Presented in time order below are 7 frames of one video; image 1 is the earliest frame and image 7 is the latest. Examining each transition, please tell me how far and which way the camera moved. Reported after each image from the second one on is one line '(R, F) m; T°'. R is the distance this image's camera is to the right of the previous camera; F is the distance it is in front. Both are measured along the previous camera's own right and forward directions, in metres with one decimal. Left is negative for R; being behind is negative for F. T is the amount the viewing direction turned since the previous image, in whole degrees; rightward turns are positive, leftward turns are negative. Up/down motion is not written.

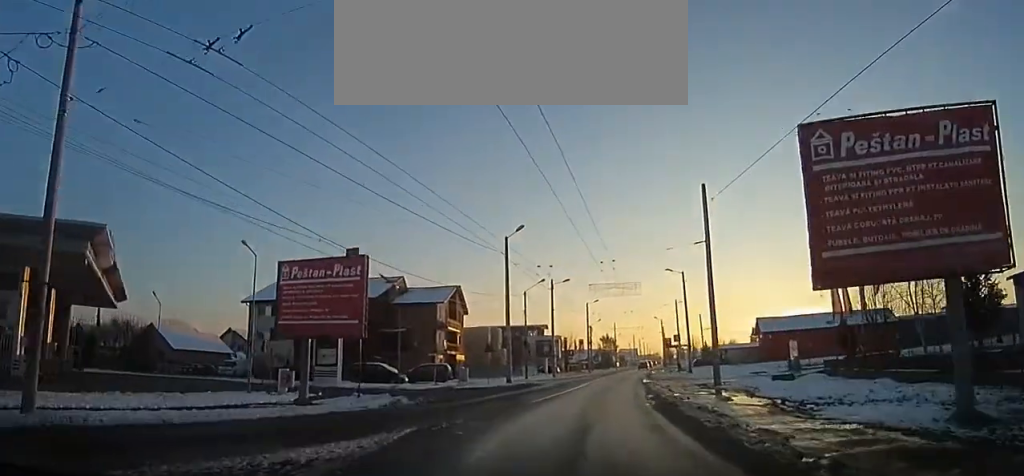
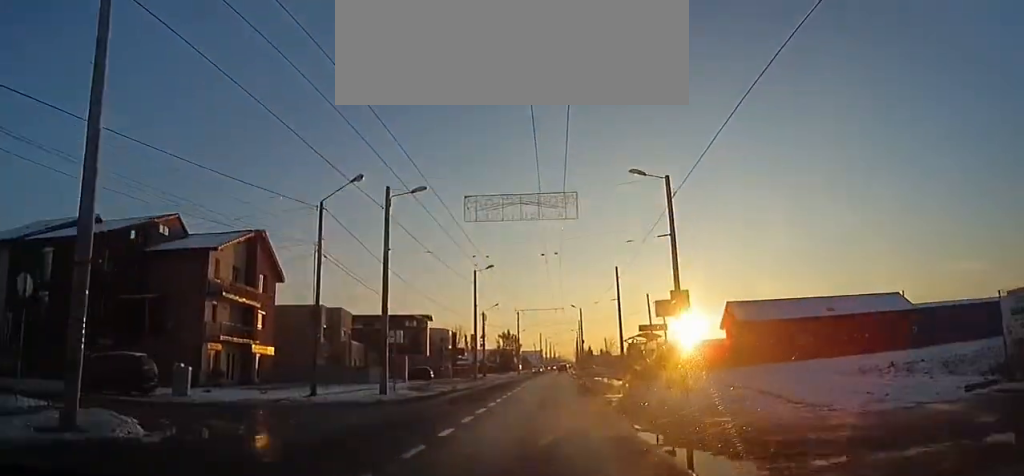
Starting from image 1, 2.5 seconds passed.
(+3.2, +25.0) m; +11°
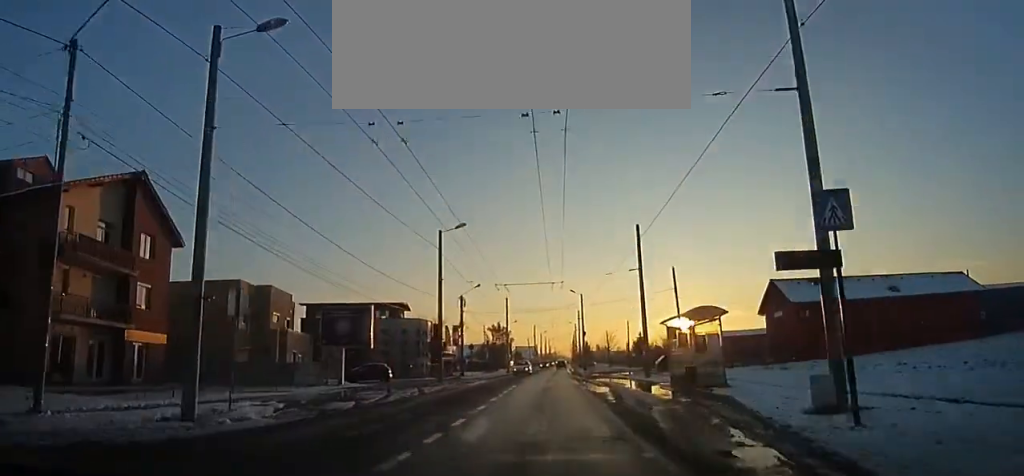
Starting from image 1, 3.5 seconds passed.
(+0.4, +12.0) m; +1°
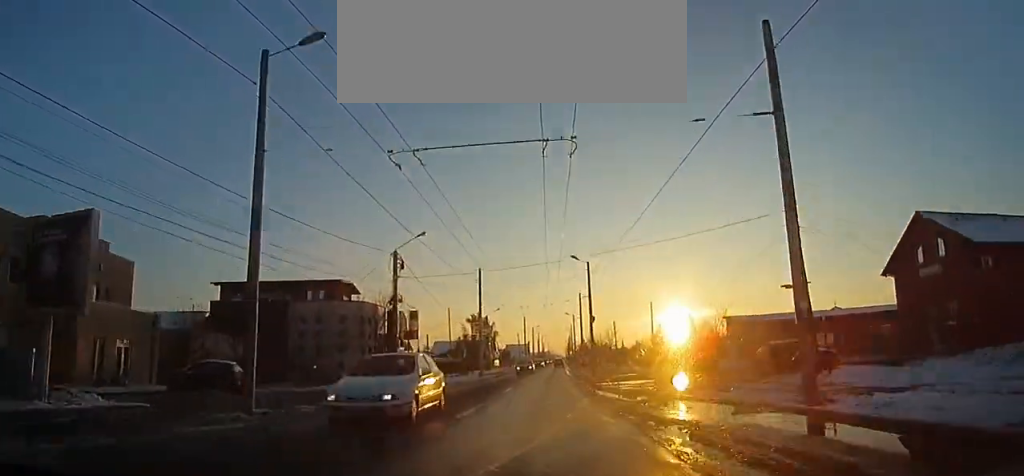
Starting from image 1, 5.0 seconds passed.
(+0.3, +19.7) m; +1°
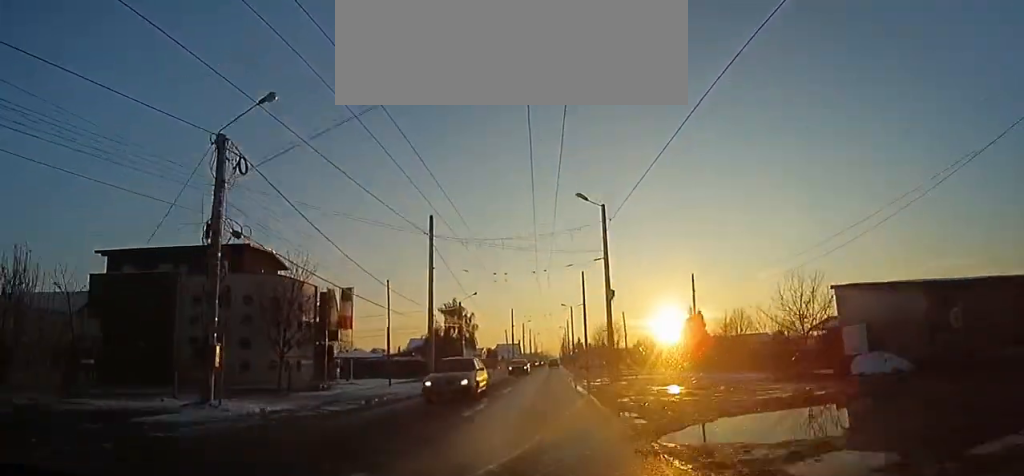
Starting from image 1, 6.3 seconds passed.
(0.0, +16.6) m; 0°
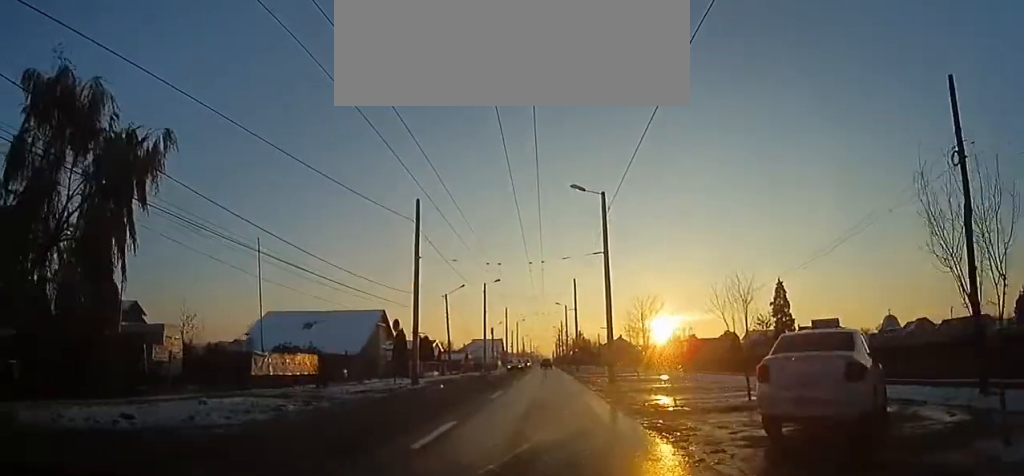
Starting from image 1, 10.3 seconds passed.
(+1.7, +56.8) m; +2°
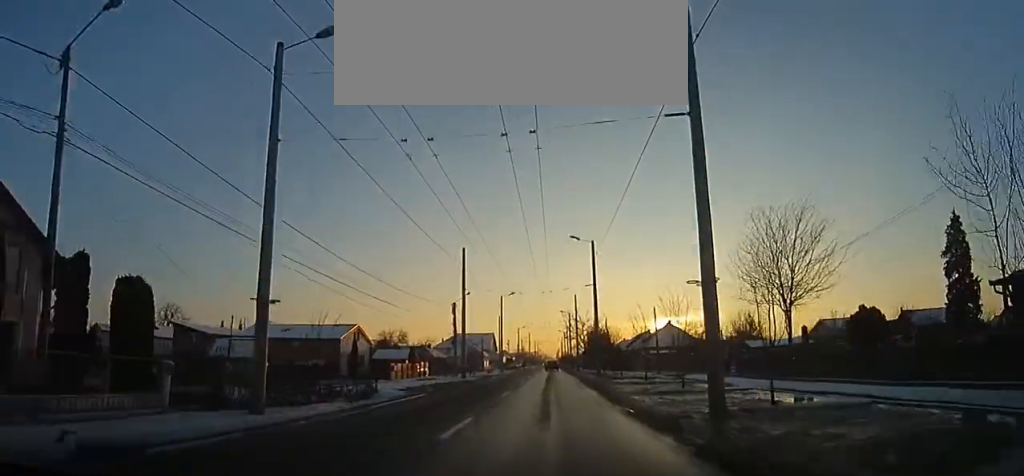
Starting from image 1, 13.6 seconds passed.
(-1.3, +44.6) m; -2°
